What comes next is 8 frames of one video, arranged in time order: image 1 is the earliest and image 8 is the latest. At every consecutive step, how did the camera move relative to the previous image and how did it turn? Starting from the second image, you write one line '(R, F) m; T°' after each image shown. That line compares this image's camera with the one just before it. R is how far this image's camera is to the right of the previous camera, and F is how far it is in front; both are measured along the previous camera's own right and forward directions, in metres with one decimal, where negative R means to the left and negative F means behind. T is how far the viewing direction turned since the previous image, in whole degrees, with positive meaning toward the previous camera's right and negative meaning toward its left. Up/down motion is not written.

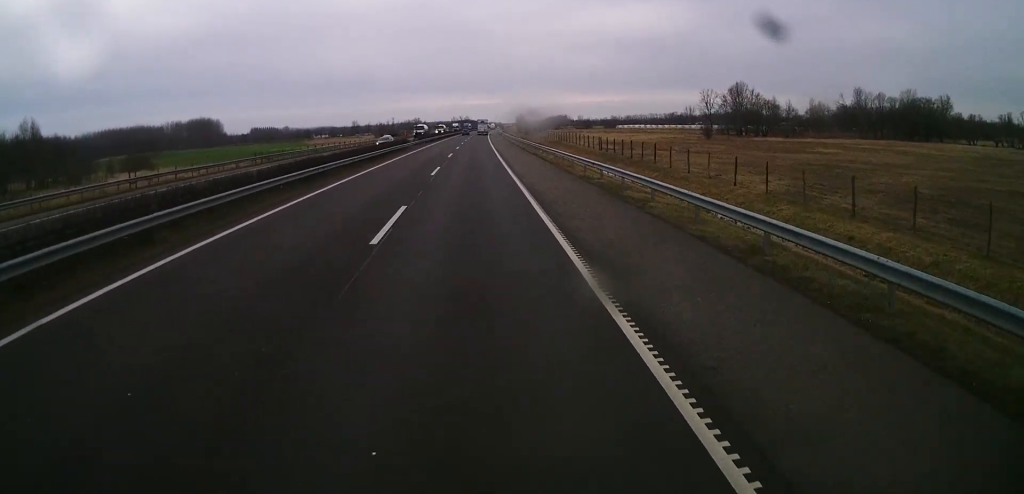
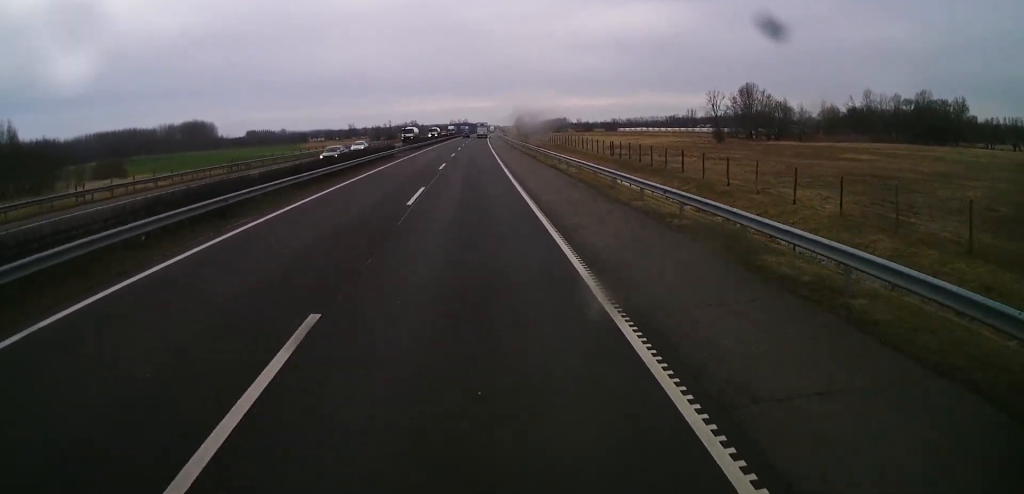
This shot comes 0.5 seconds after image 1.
(+0.2, +10.8) m; +1°
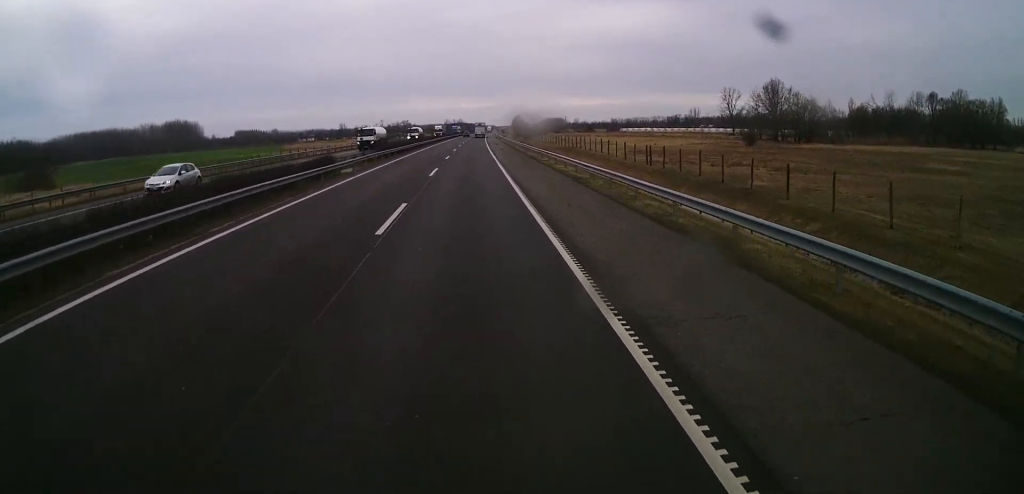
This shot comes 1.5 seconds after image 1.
(+0.3, +23.9) m; +1°
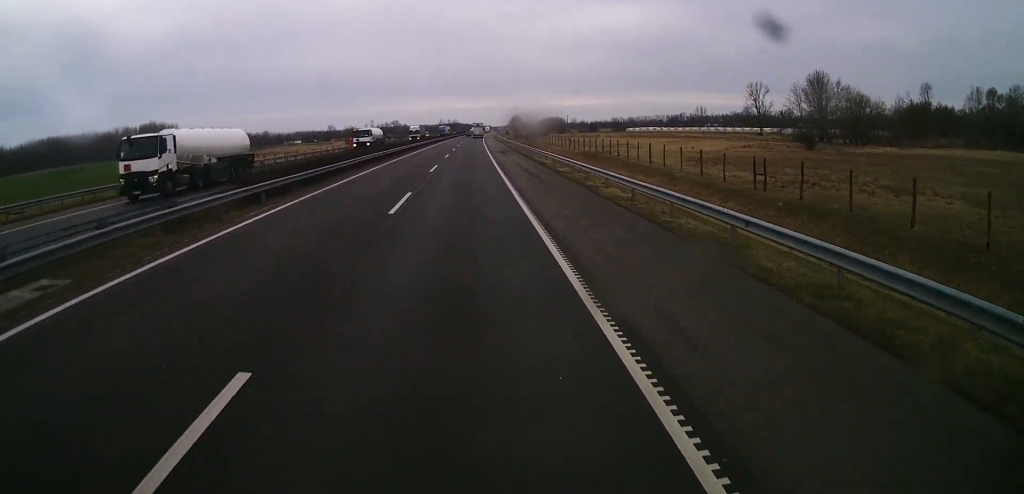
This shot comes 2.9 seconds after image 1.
(-0.1, +32.4) m; 0°
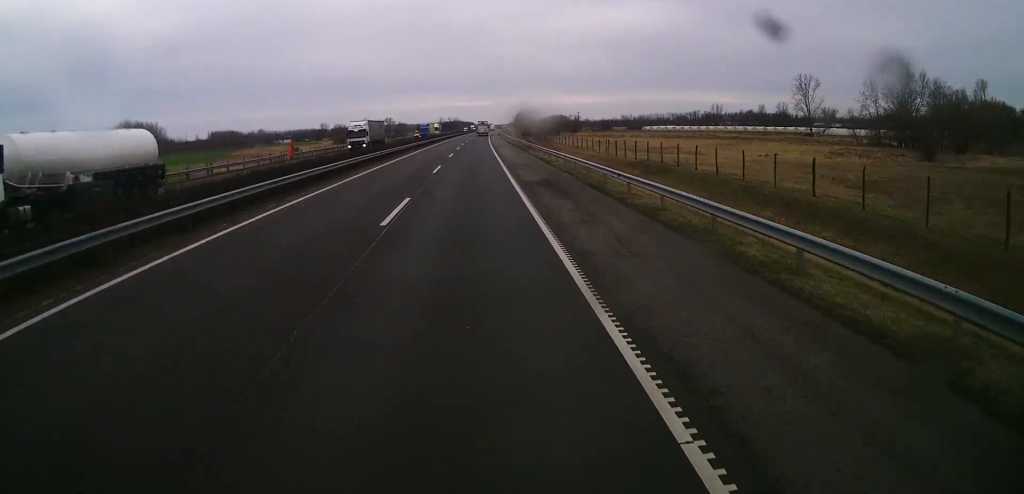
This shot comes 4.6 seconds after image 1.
(0.0, +38.4) m; +1°
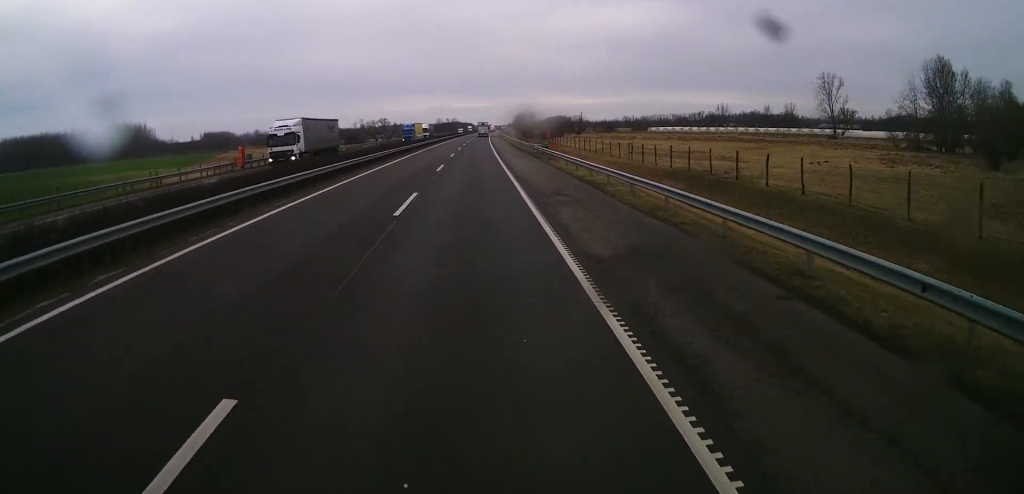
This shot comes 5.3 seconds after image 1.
(+0.1, +16.1) m; 0°
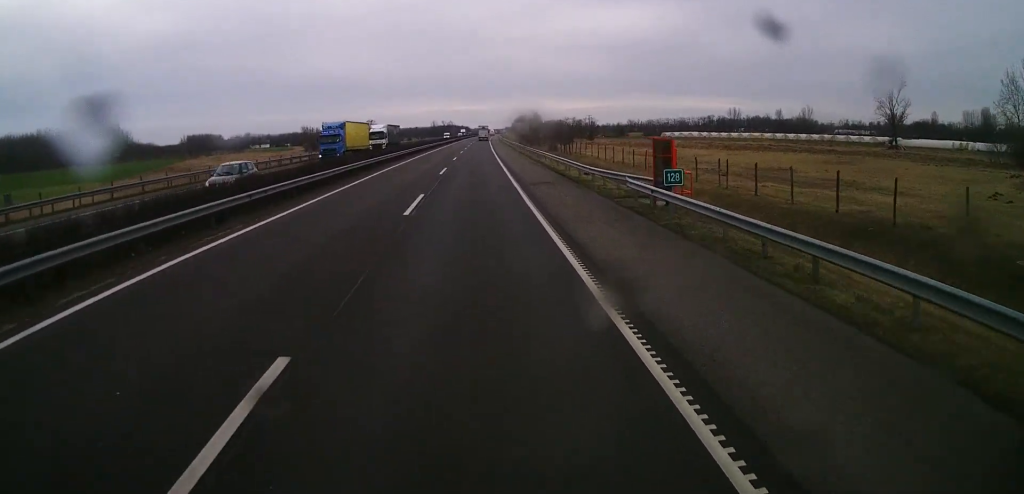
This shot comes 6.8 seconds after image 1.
(+0.1, +34.7) m; 0°
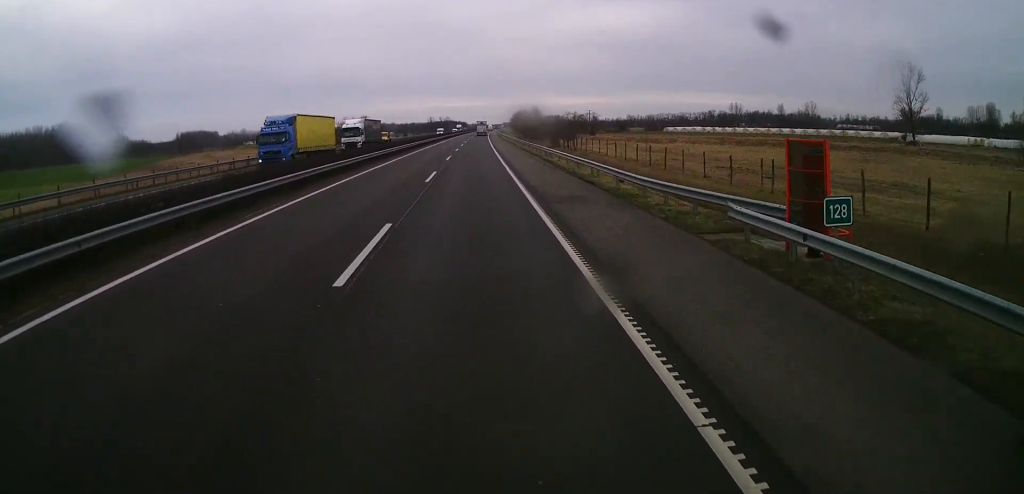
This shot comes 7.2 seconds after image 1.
(0.0, +9.2) m; 0°
